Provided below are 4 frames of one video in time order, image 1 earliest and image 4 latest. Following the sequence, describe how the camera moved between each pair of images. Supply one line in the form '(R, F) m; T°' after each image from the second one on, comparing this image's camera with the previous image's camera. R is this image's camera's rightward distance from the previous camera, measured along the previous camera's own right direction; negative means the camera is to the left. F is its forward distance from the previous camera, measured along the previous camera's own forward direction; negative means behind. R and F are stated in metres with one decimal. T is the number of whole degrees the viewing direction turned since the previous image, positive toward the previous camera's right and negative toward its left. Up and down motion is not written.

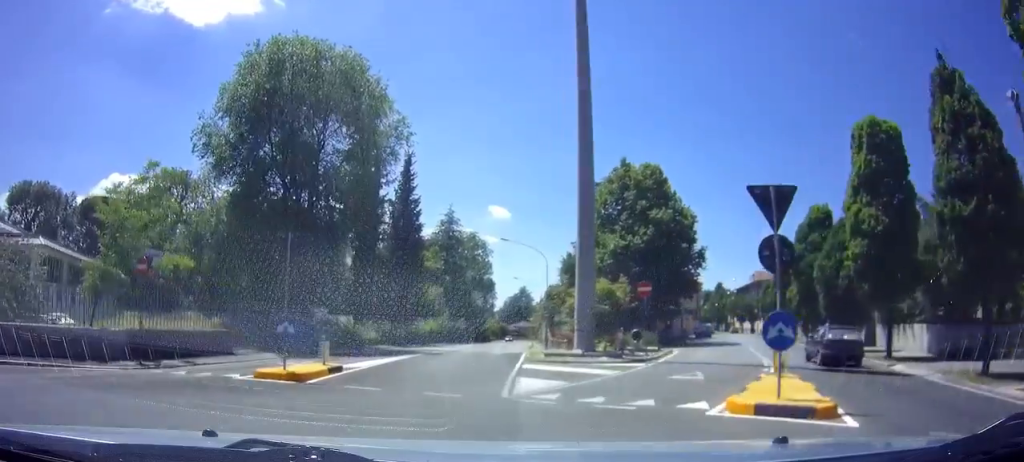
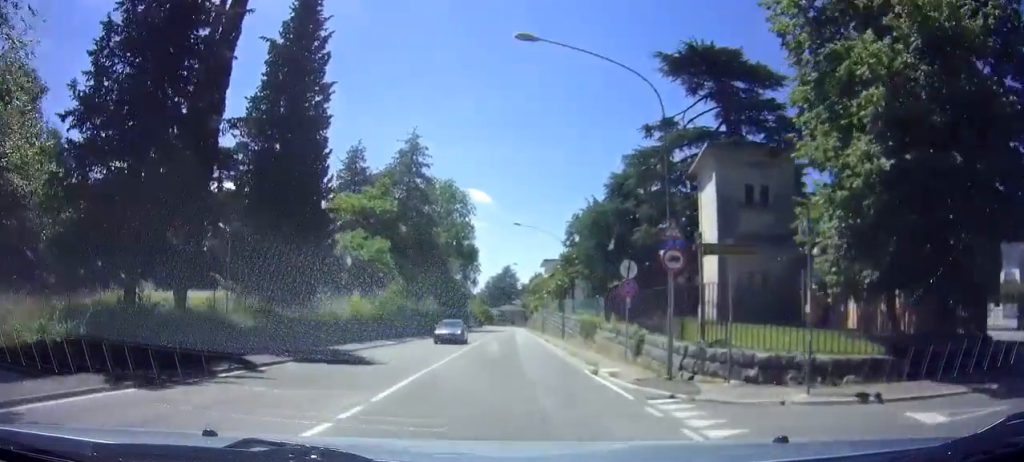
(-0.1, +29.4) m; +6°
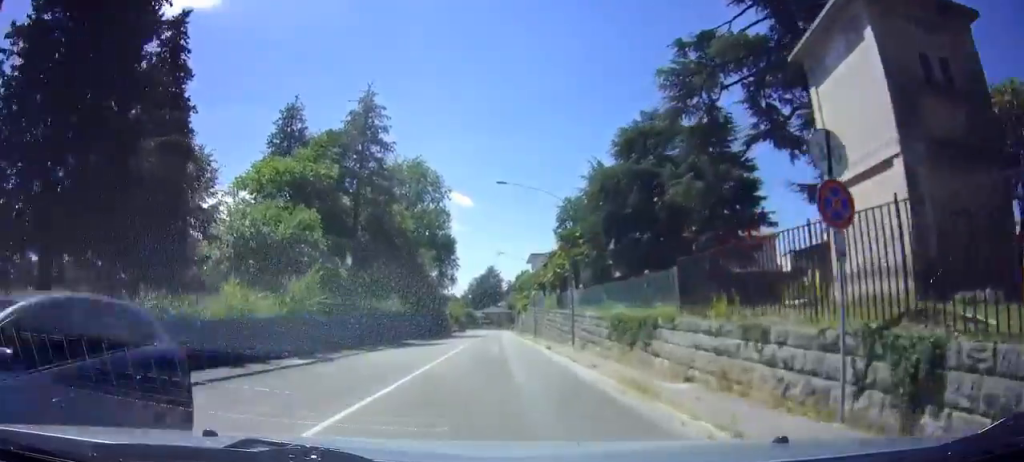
(+0.1, +12.1) m; -1°
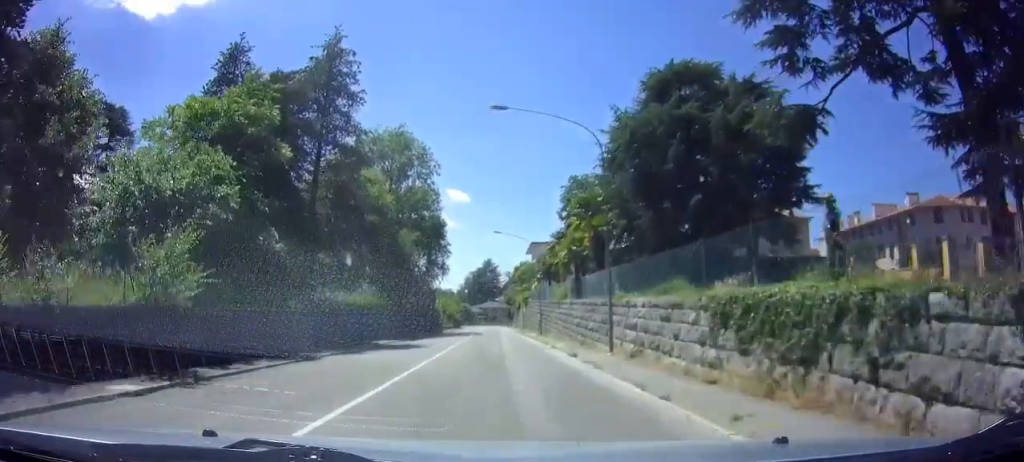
(-0.2, +9.2) m; 0°
